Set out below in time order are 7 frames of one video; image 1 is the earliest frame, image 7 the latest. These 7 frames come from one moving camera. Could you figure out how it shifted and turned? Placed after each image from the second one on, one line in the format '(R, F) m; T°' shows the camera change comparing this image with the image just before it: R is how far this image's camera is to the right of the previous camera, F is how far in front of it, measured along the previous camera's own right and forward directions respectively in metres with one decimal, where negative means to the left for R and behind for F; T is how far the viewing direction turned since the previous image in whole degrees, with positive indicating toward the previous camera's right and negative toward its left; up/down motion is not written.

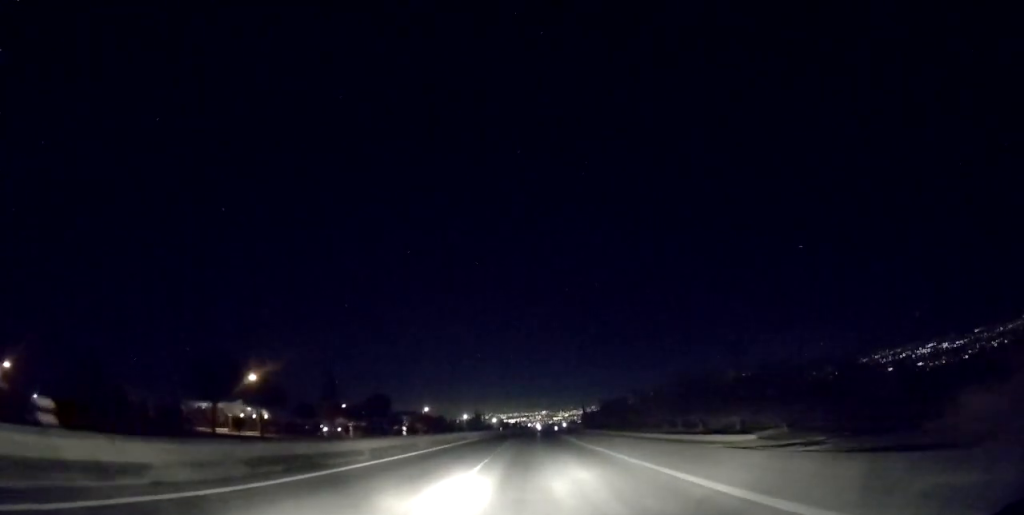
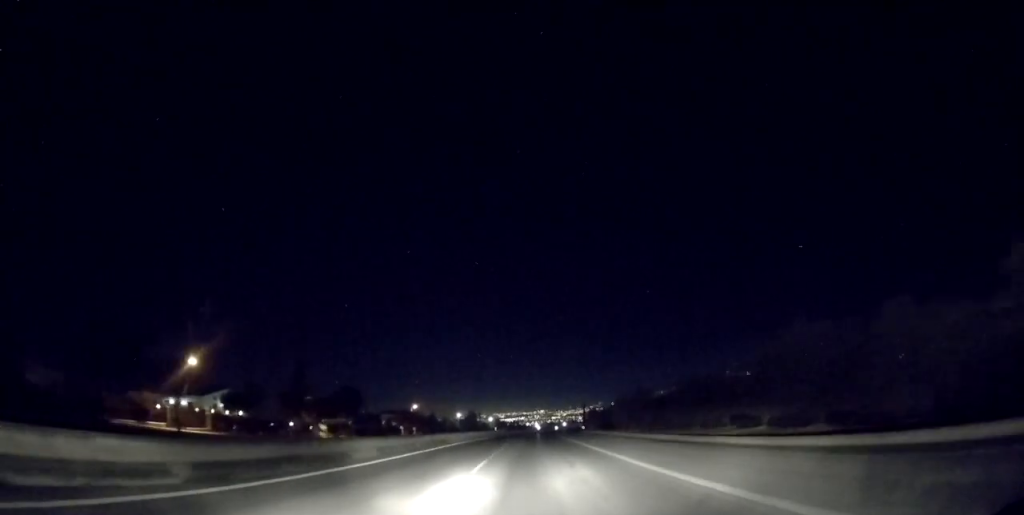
(+0.1, +11.6) m; 0°
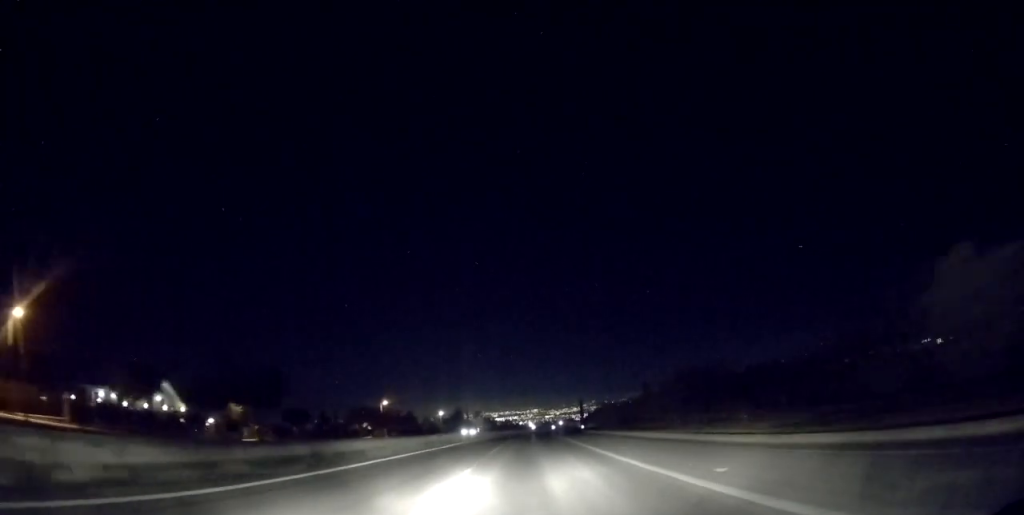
(+0.1, +44.7) m; +1°
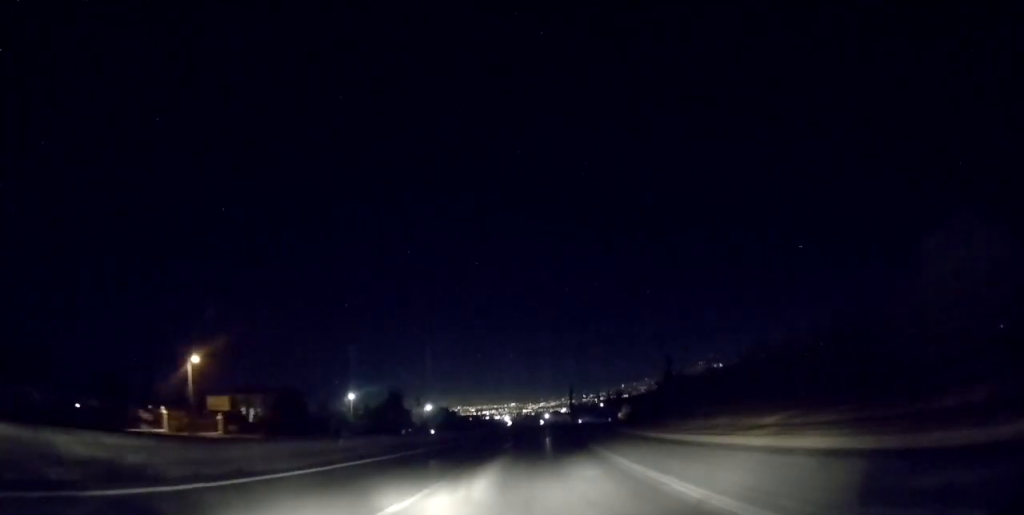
(+1.1, +58.9) m; +3°
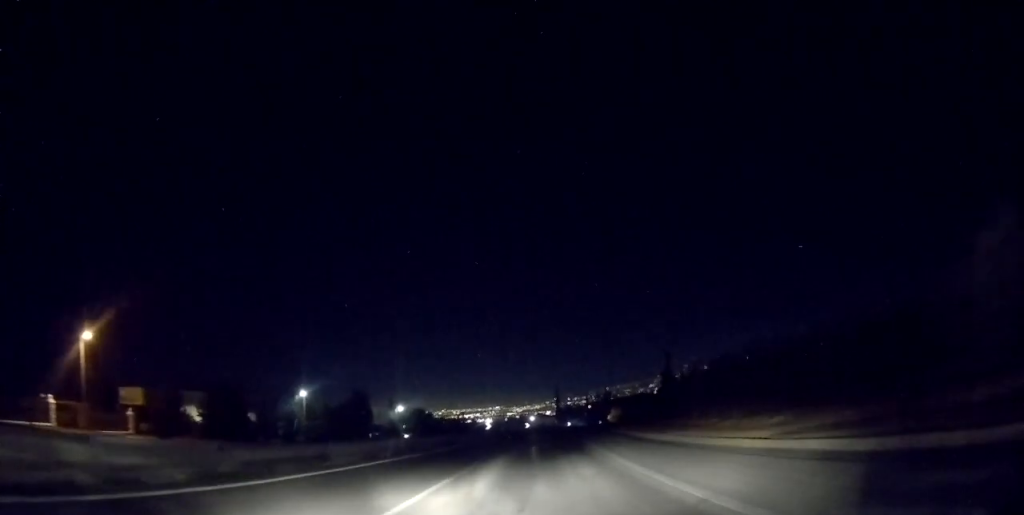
(+0.1, +13.1) m; +1°
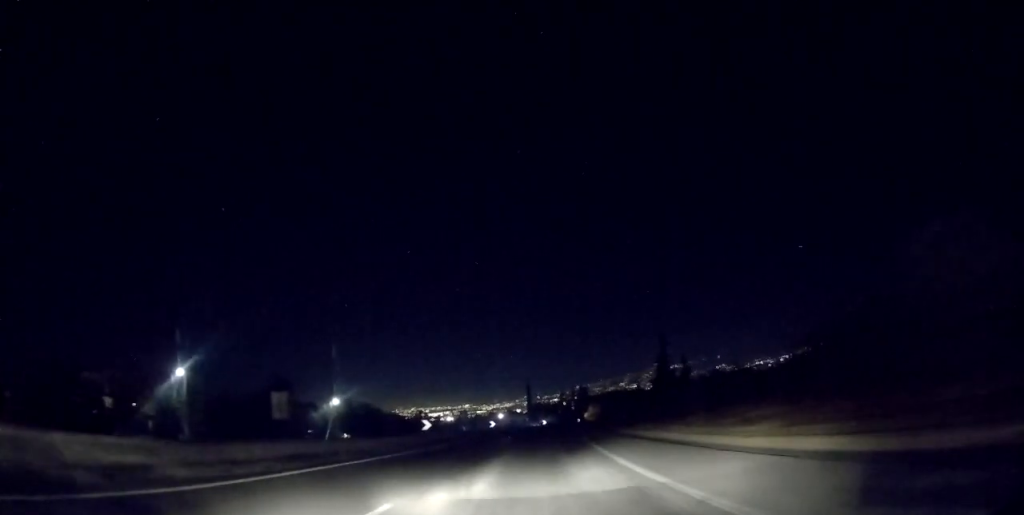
(+0.4, +22.3) m; +2°
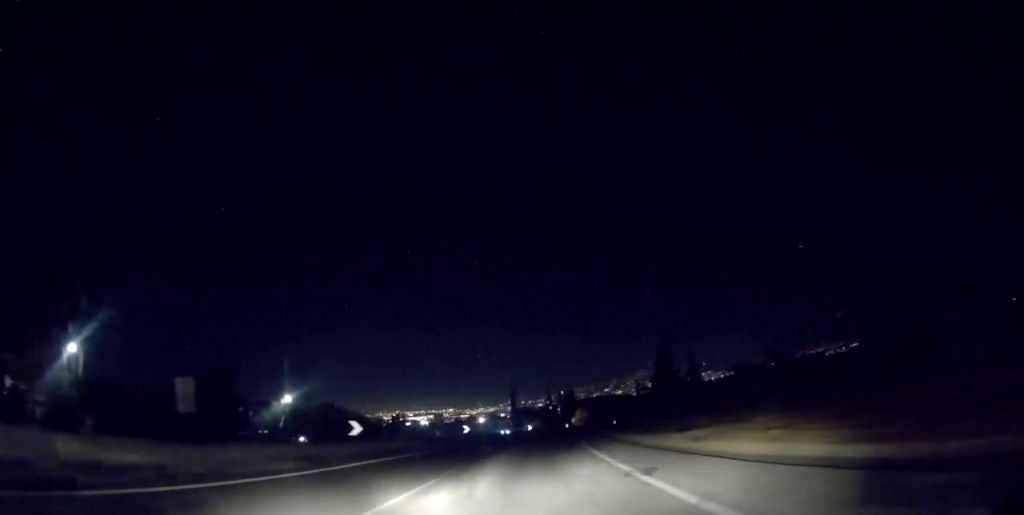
(+0.2, +13.0) m; +1°
